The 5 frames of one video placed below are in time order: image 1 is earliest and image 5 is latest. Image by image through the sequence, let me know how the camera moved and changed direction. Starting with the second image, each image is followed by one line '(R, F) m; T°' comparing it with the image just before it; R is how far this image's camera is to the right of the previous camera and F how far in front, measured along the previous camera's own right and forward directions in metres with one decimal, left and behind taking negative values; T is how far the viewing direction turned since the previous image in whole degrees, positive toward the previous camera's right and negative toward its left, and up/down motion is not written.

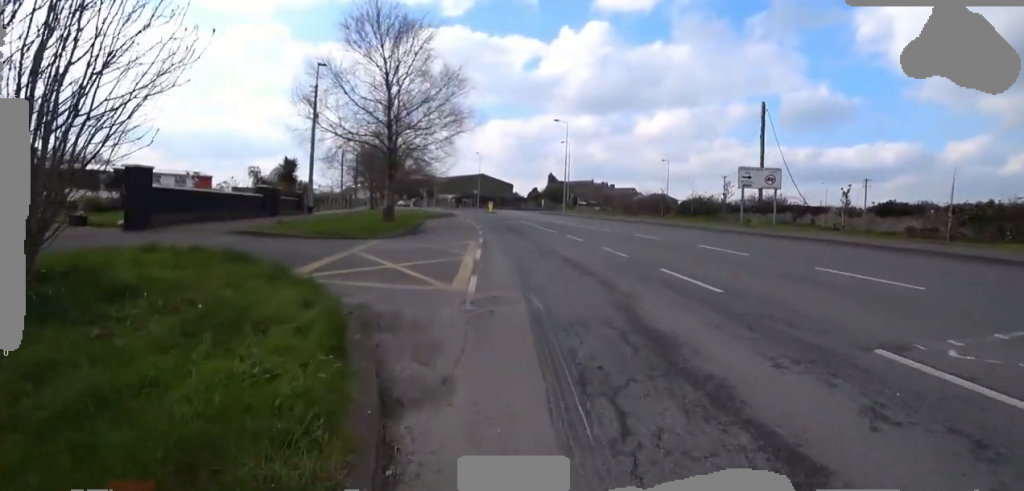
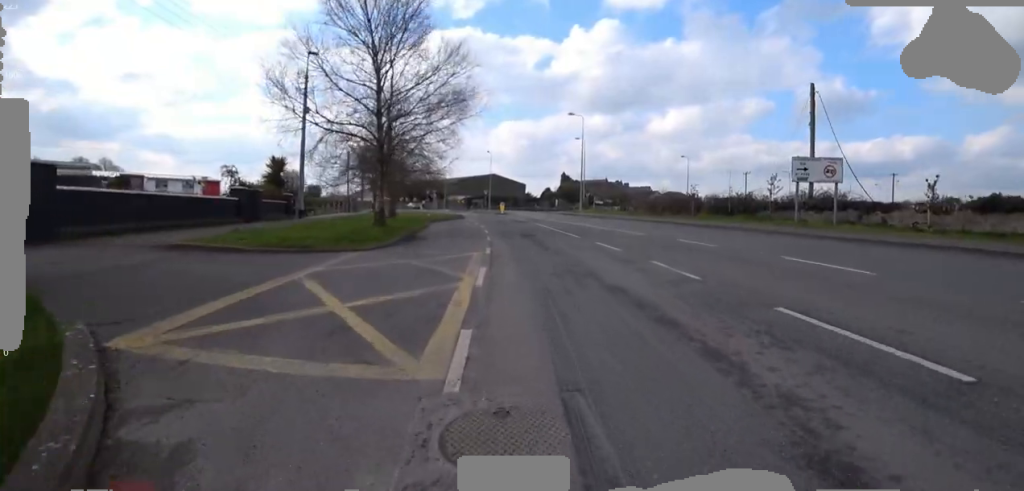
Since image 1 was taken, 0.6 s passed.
(0.0, +3.1) m; -4°
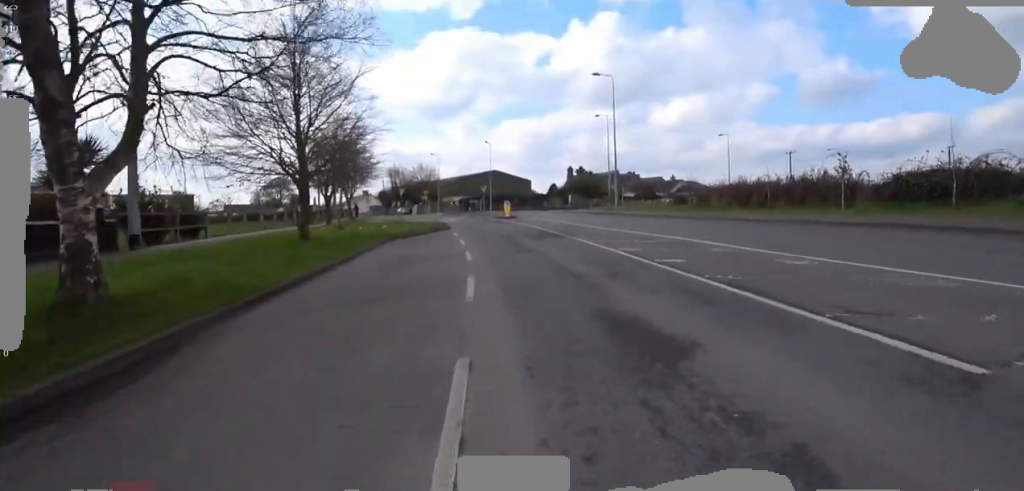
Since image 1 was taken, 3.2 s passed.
(-2.4, +12.4) m; -7°
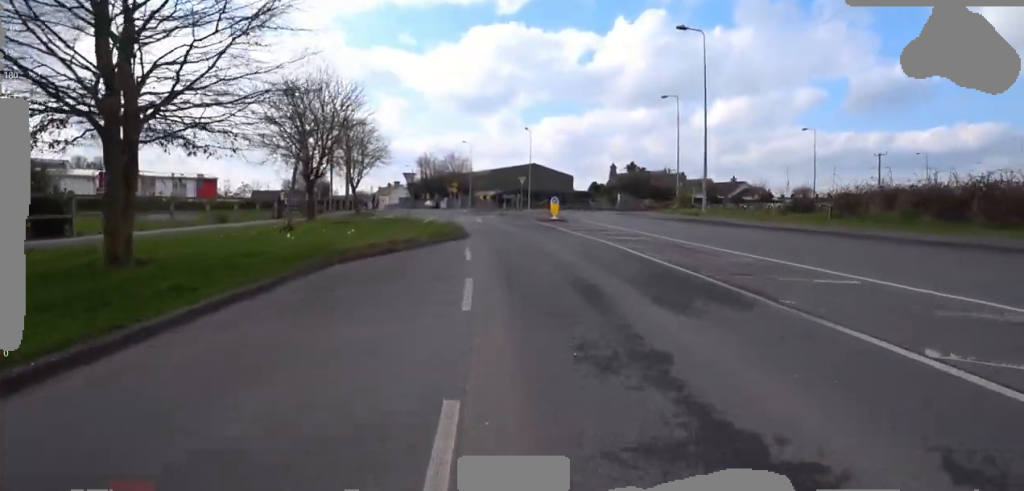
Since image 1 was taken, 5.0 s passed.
(+0.4, +8.4) m; +3°
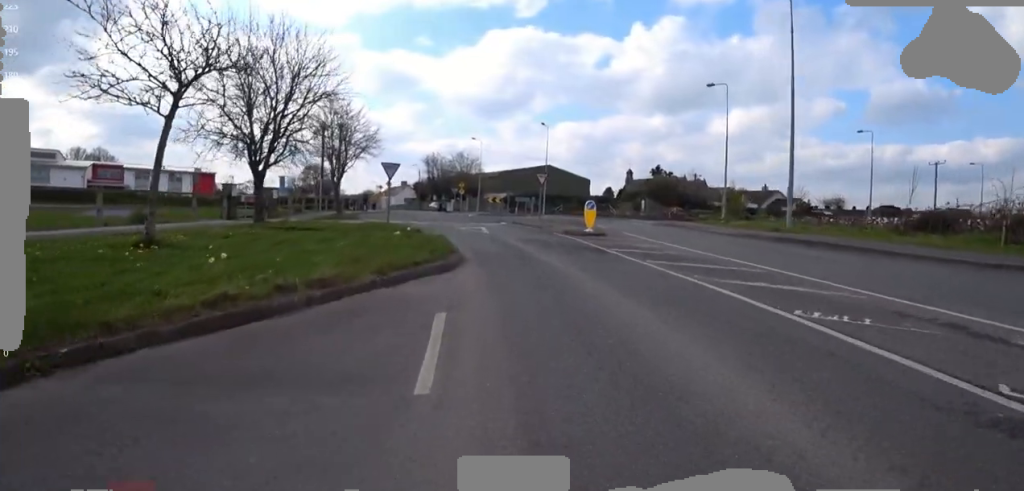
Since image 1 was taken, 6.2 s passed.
(+0.3, +5.9) m; -10°
